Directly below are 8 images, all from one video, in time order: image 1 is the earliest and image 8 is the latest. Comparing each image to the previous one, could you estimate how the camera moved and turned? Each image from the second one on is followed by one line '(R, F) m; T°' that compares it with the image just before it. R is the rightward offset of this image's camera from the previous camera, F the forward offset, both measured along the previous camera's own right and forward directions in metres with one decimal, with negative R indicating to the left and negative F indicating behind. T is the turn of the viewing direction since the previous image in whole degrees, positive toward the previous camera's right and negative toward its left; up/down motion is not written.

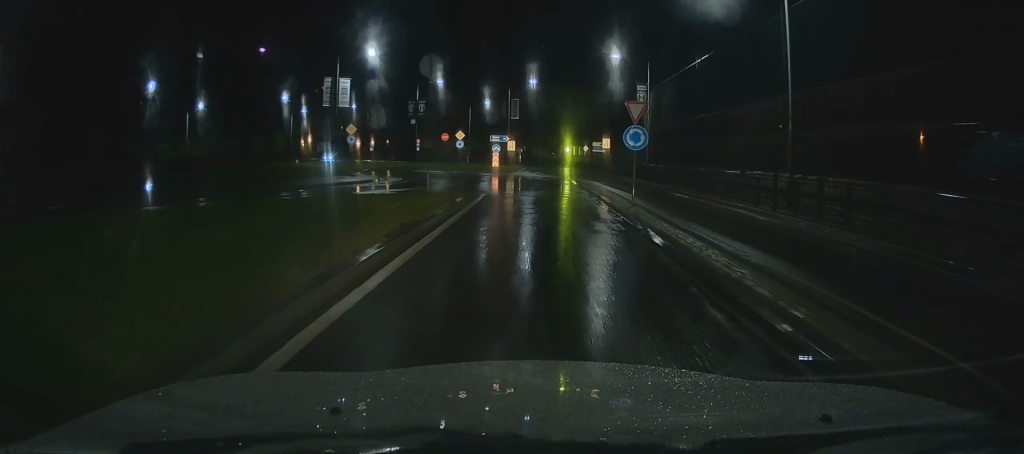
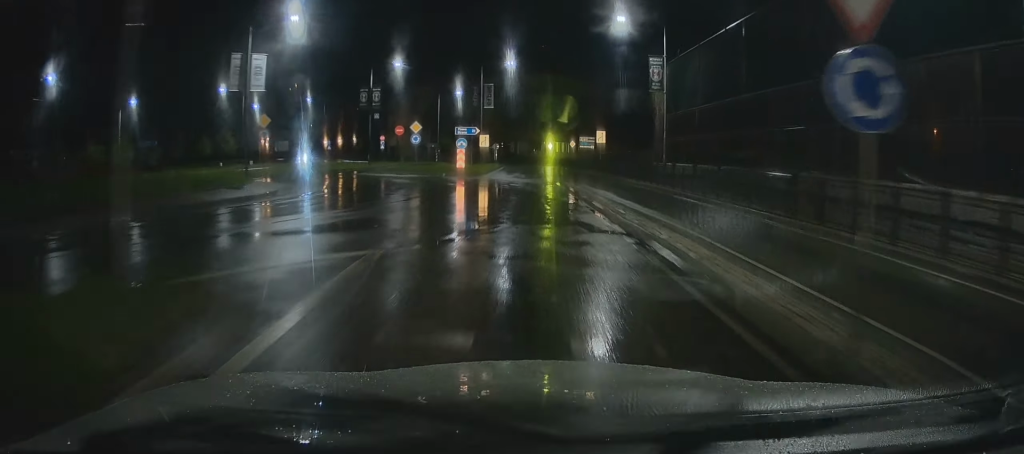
(+0.2, +11.9) m; +1°
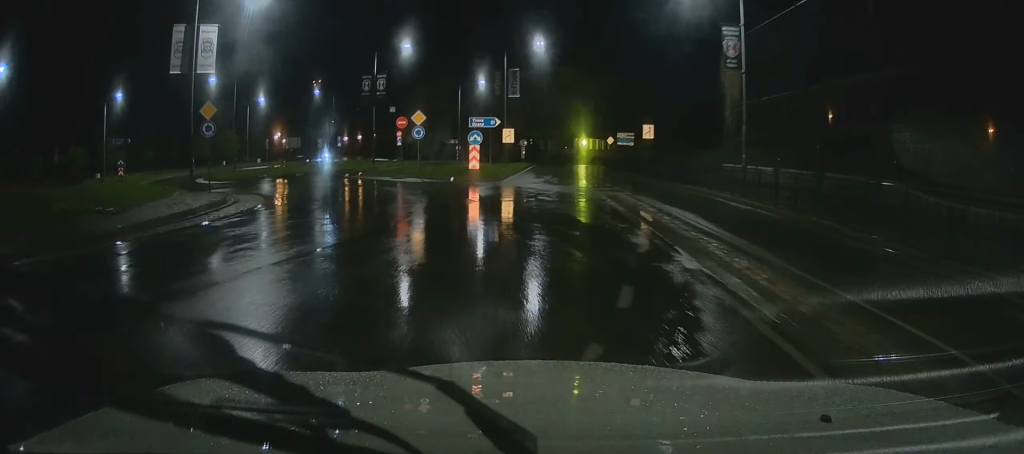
(-0.1, +8.5) m; -3°
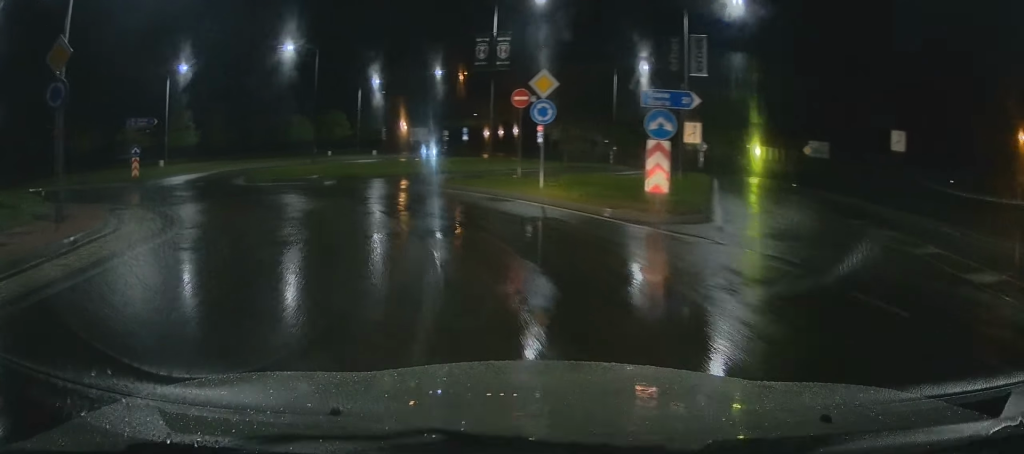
(-1.6, +14.8) m; -16°
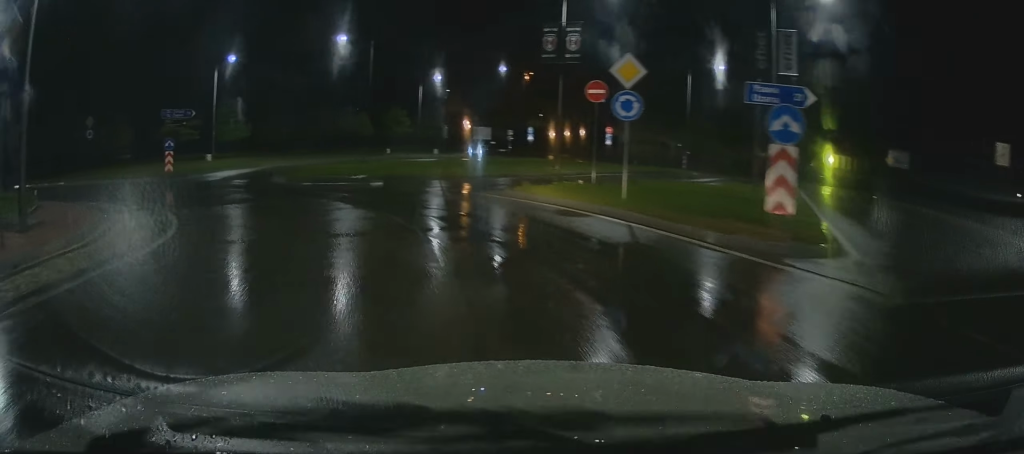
(0.0, +3.0) m; -5°
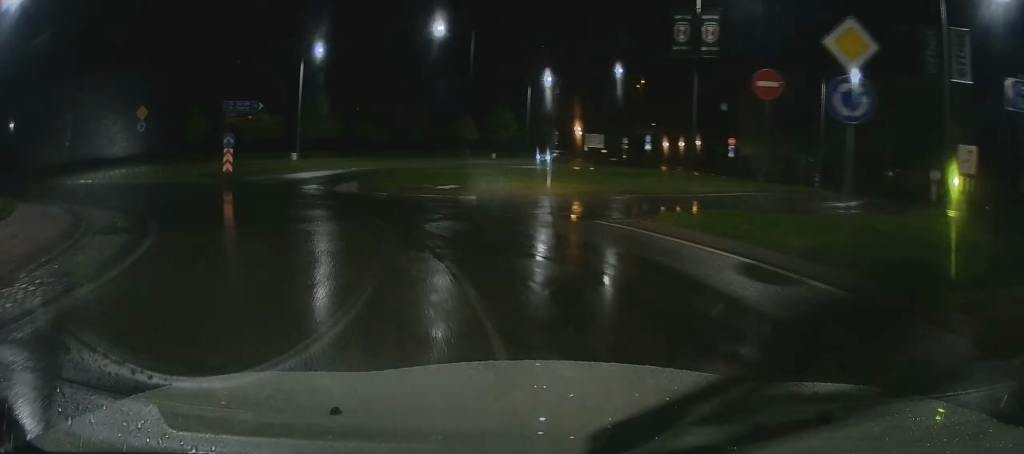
(-0.5, +5.2) m; -11°
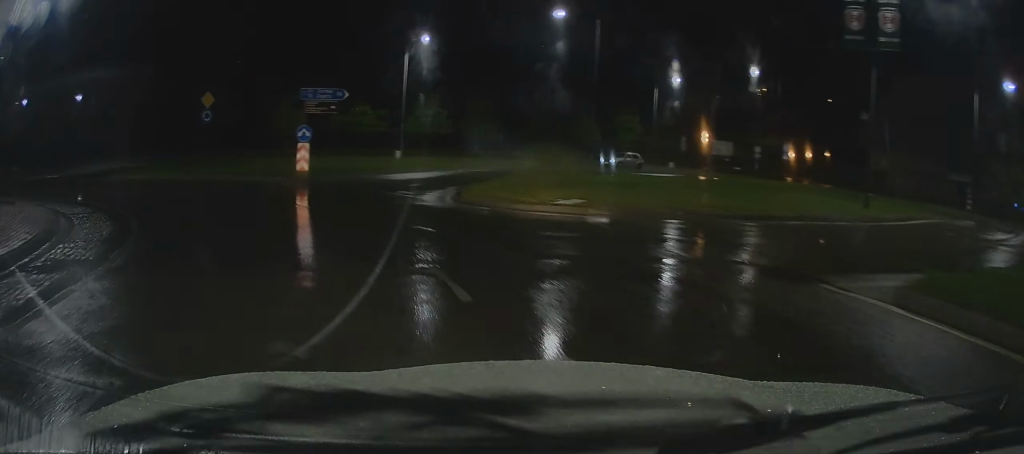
(-0.4, +5.0) m; -11°
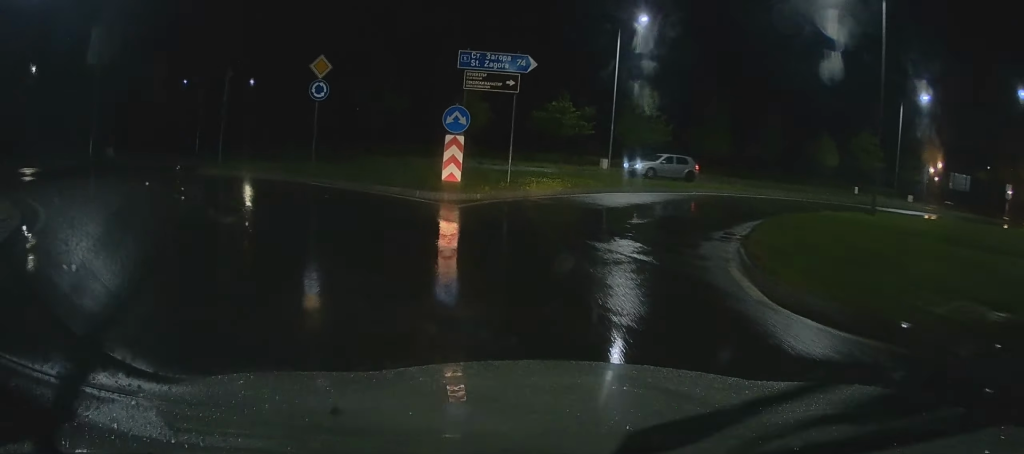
(-1.5, +10.1) m; -8°
